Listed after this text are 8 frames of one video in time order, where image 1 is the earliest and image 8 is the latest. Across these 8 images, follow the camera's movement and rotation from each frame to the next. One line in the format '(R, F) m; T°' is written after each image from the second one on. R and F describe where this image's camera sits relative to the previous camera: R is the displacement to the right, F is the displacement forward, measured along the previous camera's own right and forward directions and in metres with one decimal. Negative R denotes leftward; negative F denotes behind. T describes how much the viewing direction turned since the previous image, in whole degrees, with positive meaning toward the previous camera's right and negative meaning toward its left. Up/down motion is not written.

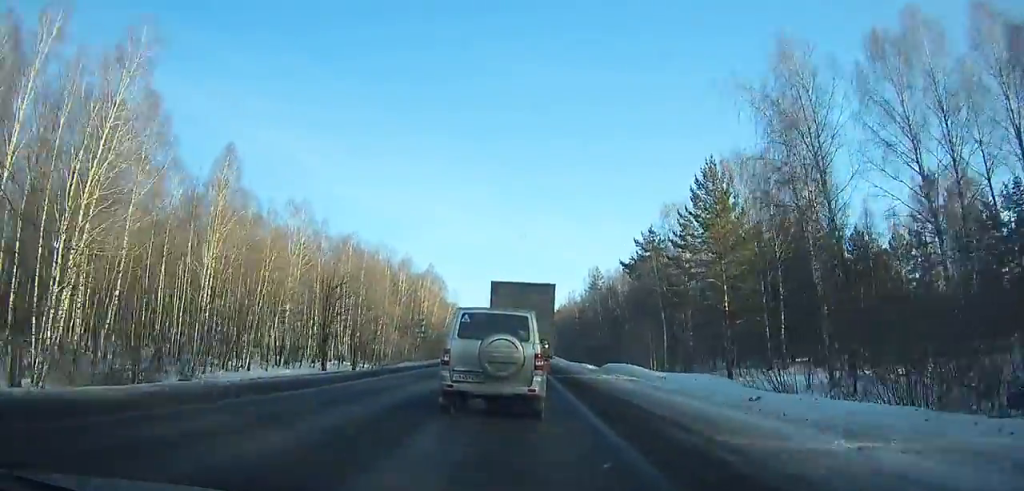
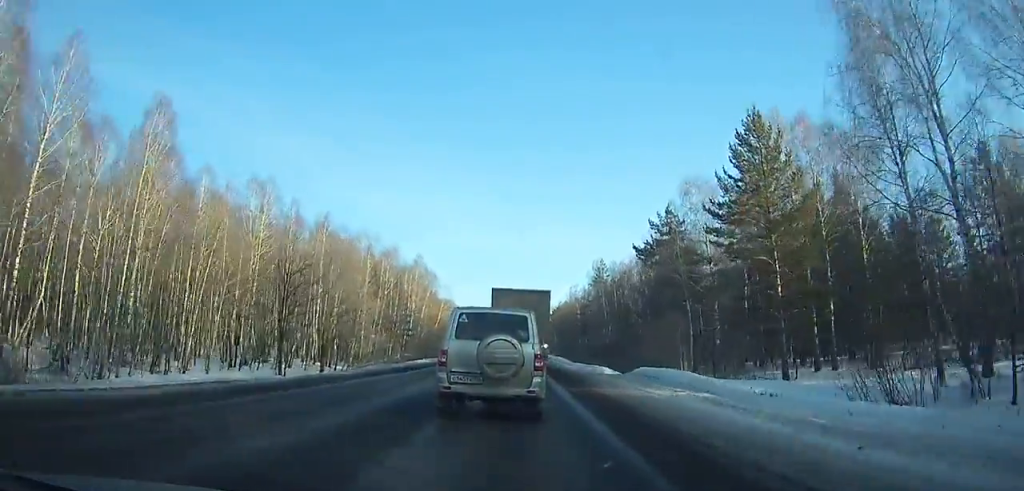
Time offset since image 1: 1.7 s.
(+0.1, +11.3) m; 0°
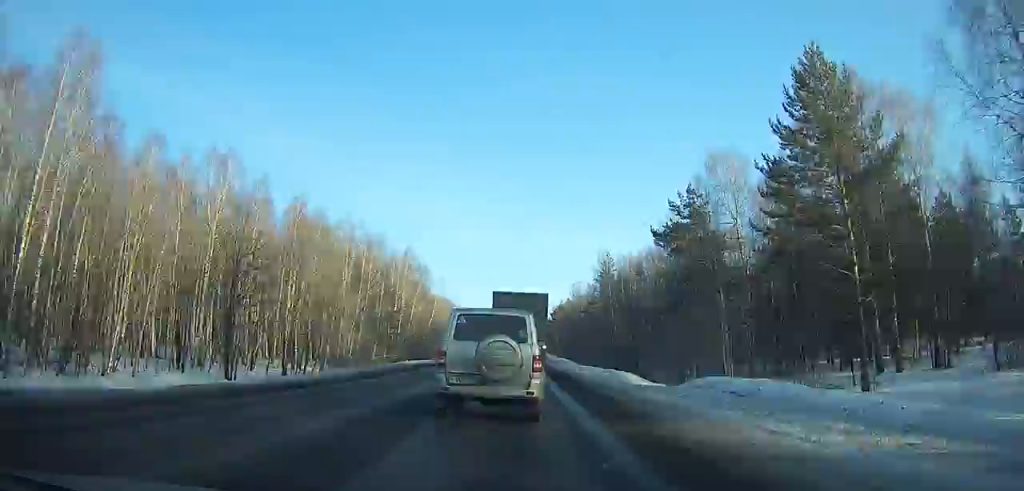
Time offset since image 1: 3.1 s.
(0.0, +9.6) m; 0°
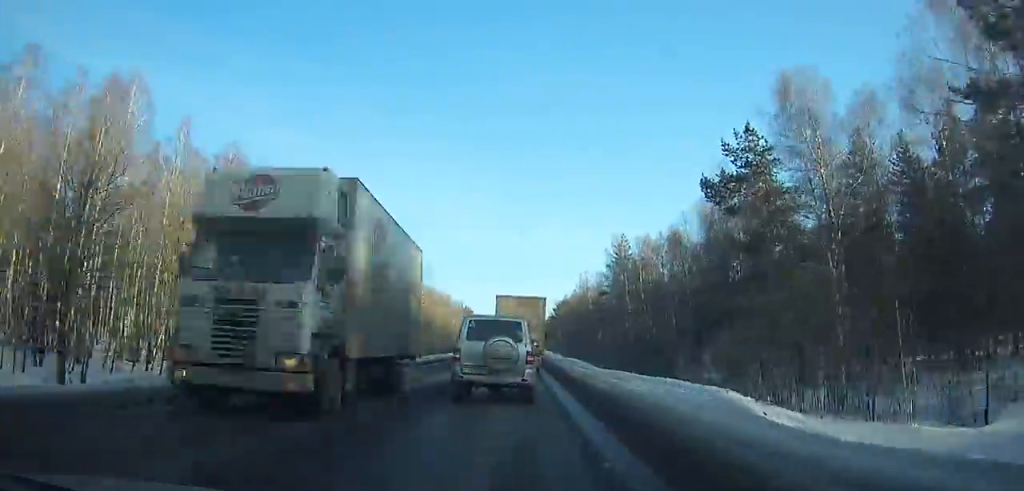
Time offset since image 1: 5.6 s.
(-0.2, +17.9) m; -1°
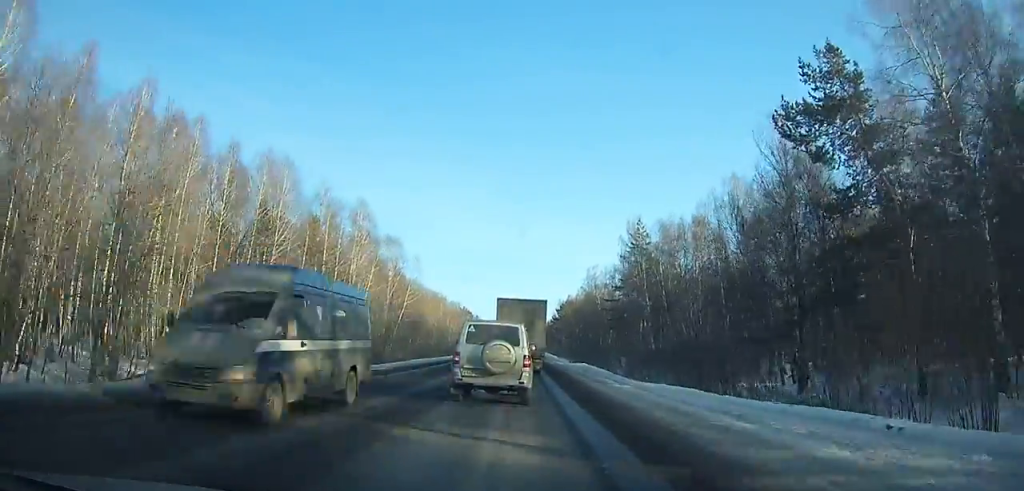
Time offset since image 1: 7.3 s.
(0.0, +13.0) m; 0°
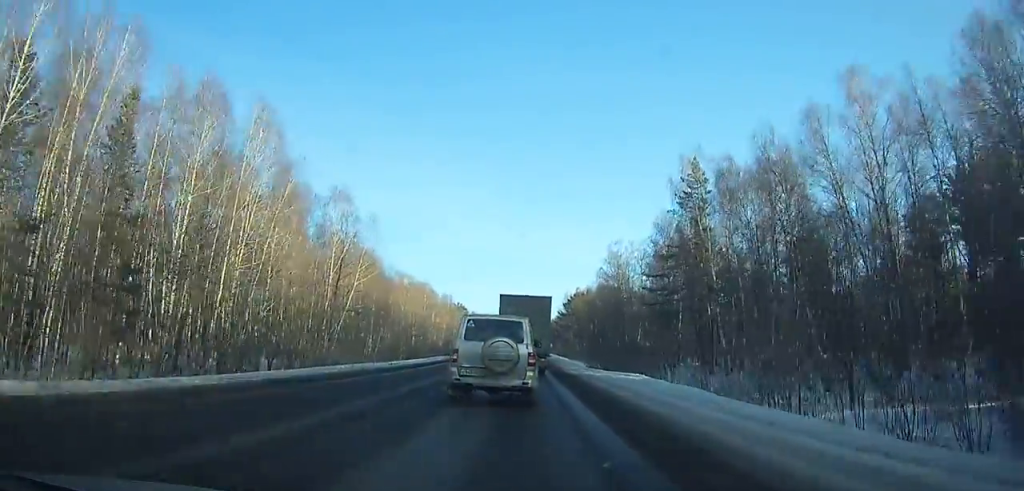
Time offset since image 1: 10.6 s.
(+0.3, +26.2) m; +2°
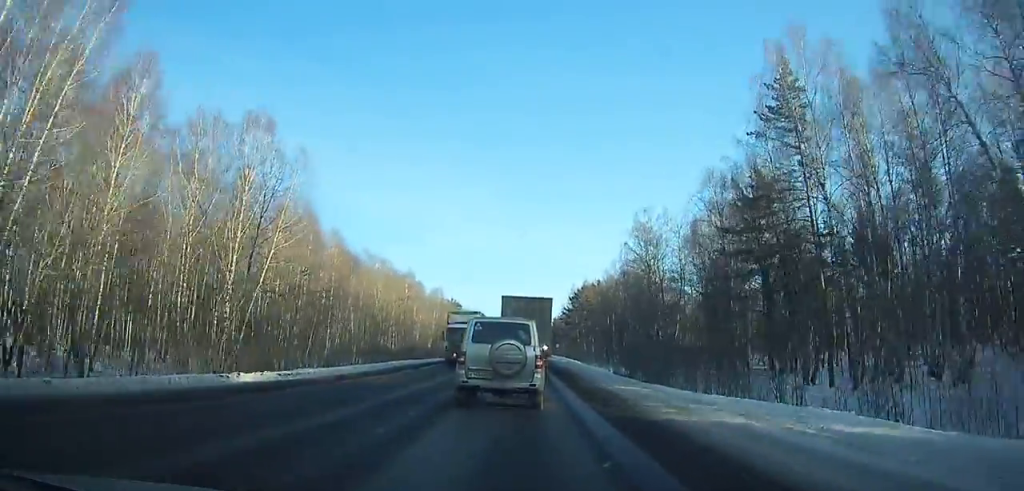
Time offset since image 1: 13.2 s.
(+0.5, +21.5) m; +1°
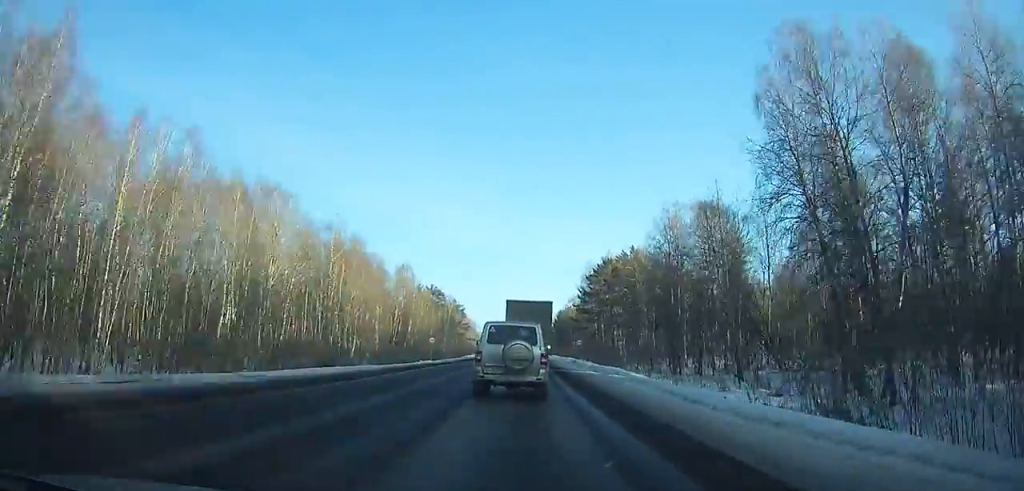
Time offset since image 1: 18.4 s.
(+0.1, +44.2) m; 0°
